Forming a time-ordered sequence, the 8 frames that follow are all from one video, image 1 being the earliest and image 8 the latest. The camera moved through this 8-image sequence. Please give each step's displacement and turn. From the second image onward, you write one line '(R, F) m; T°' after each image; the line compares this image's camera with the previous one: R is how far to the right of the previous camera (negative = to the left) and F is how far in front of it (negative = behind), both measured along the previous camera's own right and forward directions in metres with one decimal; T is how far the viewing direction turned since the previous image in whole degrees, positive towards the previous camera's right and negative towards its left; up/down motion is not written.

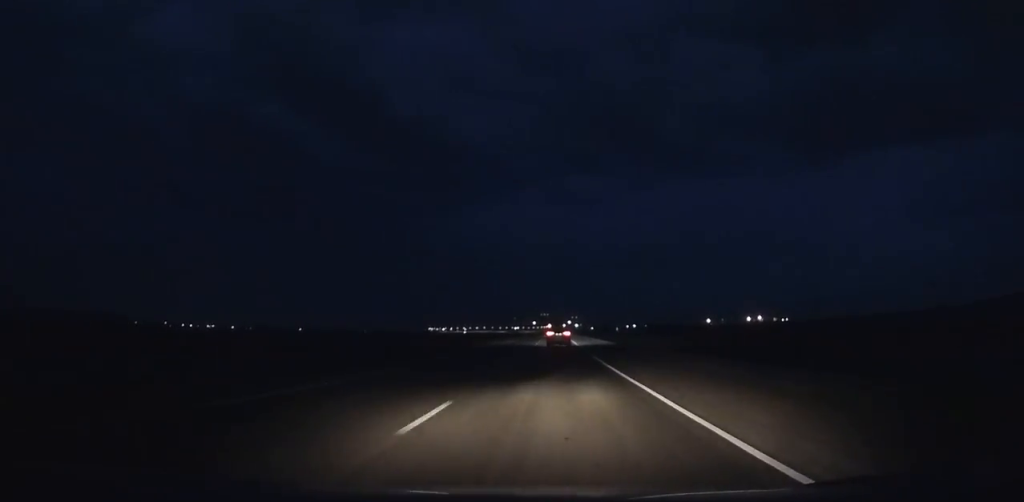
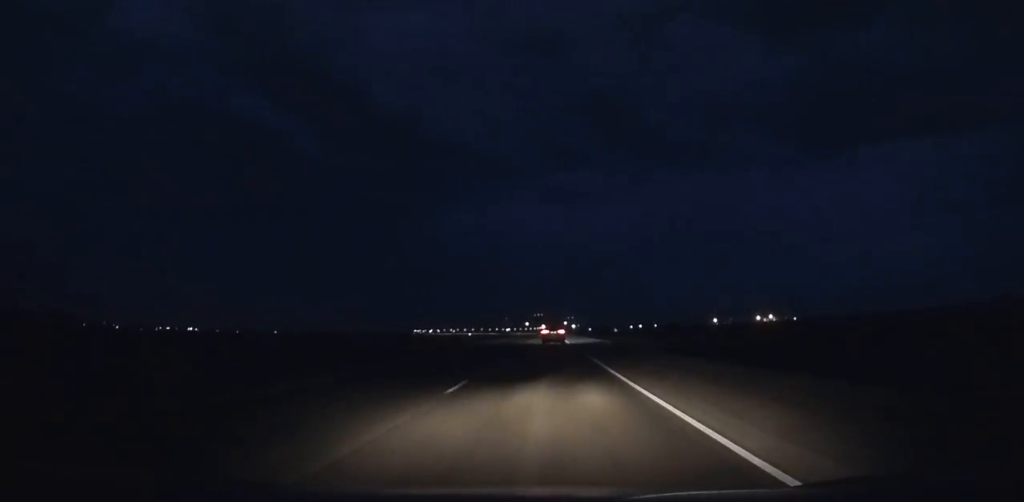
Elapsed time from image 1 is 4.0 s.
(0.0, +113.3) m; 0°
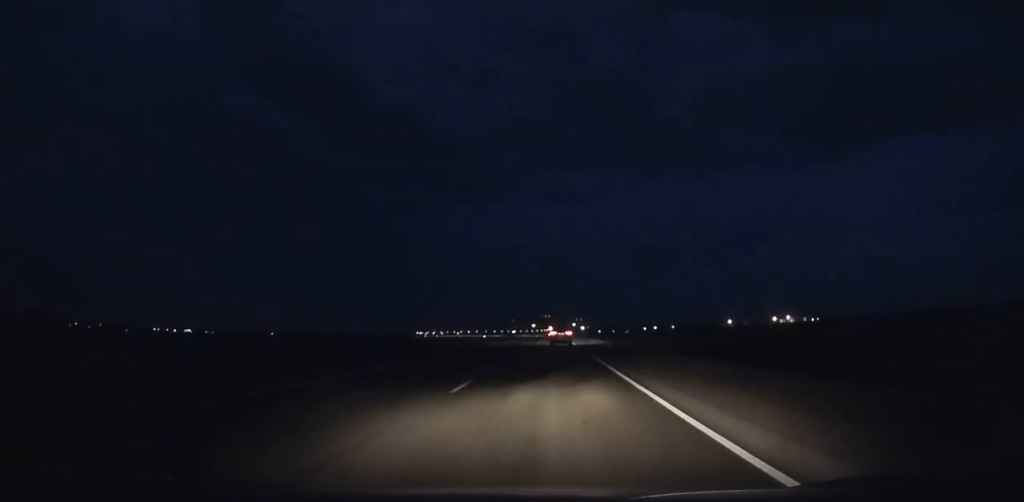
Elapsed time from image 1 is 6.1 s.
(-0.2, +59.2) m; 0°
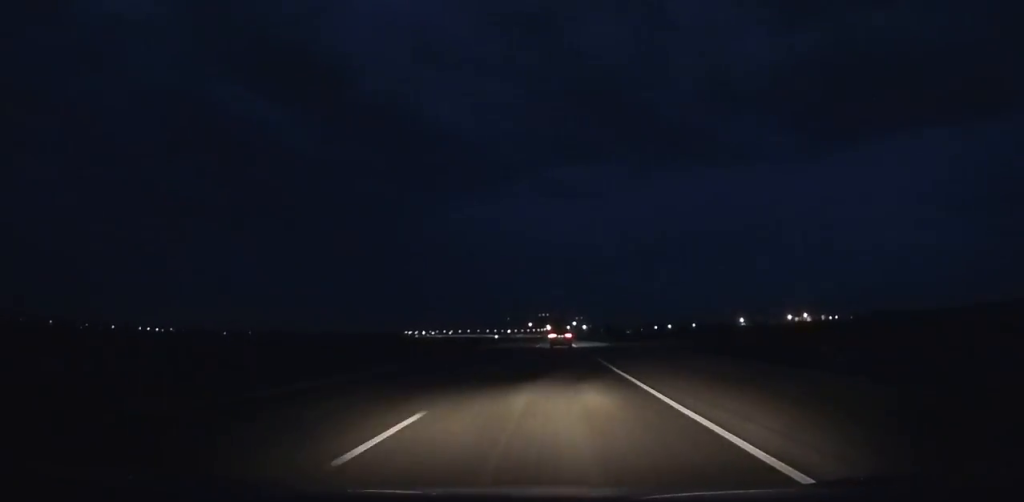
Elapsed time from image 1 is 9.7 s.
(-0.2, +100.7) m; 0°
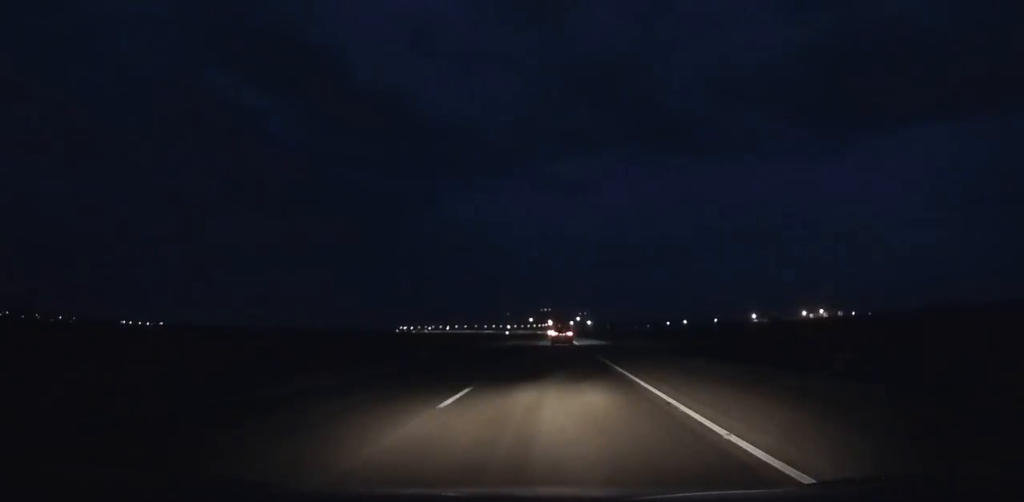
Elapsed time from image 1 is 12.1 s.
(-0.1, +66.4) m; 0°
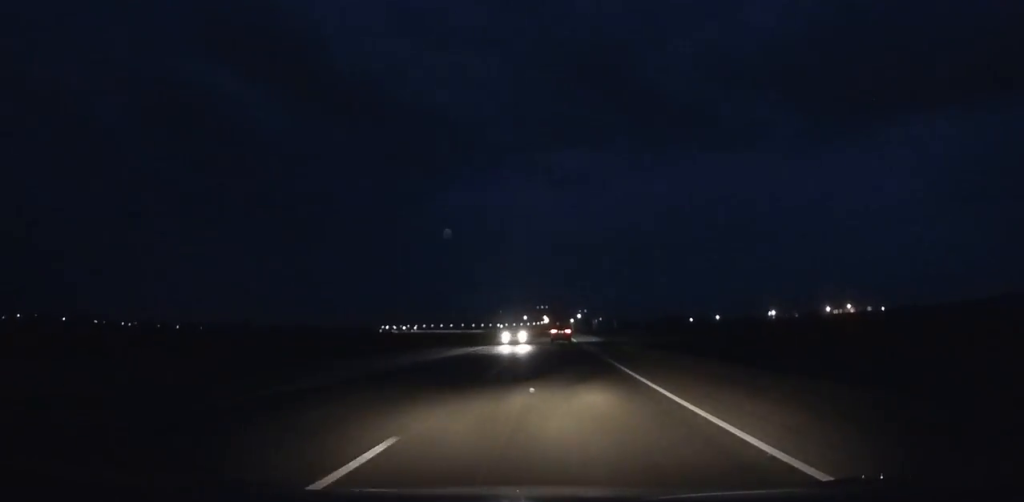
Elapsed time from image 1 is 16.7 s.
(+0.4, +125.5) m; 0°
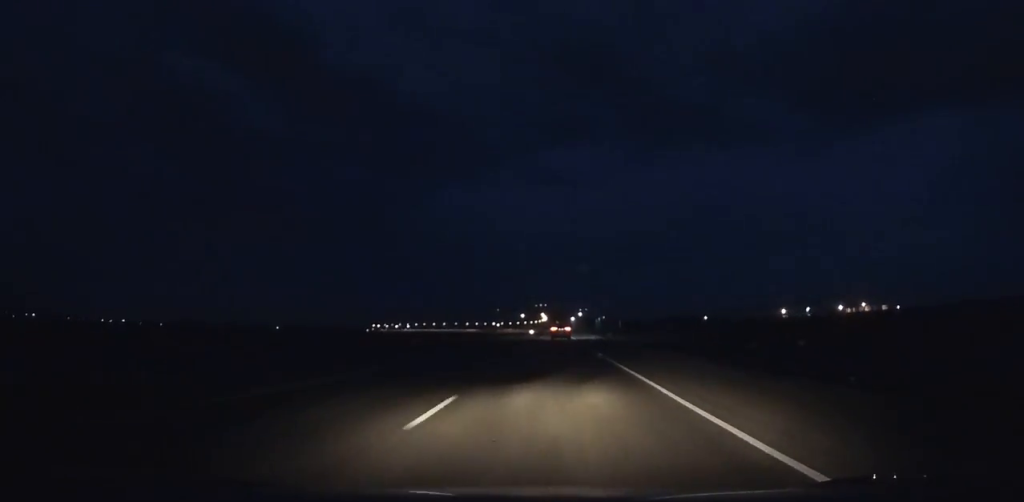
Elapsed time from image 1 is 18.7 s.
(+0.1, +54.0) m; 0°
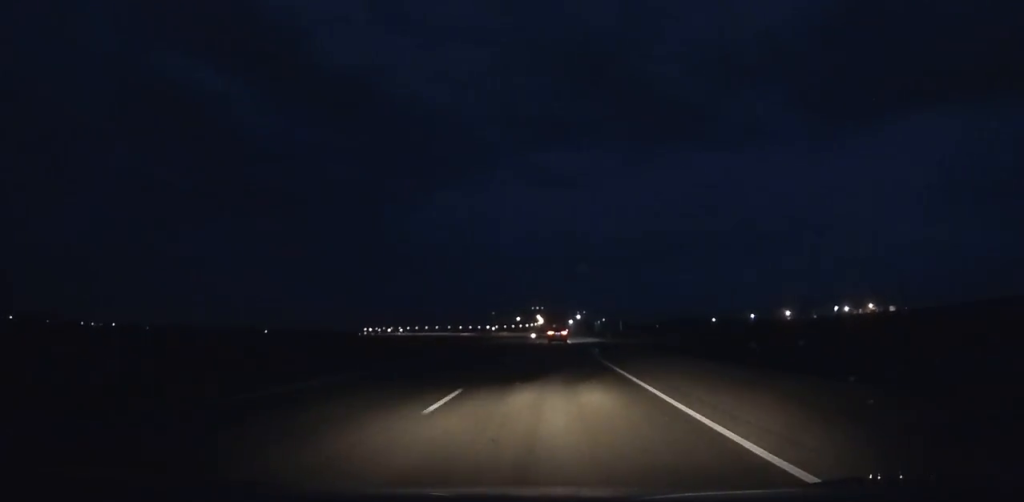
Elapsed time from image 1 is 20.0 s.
(-0.1, +34.9) m; 0°
